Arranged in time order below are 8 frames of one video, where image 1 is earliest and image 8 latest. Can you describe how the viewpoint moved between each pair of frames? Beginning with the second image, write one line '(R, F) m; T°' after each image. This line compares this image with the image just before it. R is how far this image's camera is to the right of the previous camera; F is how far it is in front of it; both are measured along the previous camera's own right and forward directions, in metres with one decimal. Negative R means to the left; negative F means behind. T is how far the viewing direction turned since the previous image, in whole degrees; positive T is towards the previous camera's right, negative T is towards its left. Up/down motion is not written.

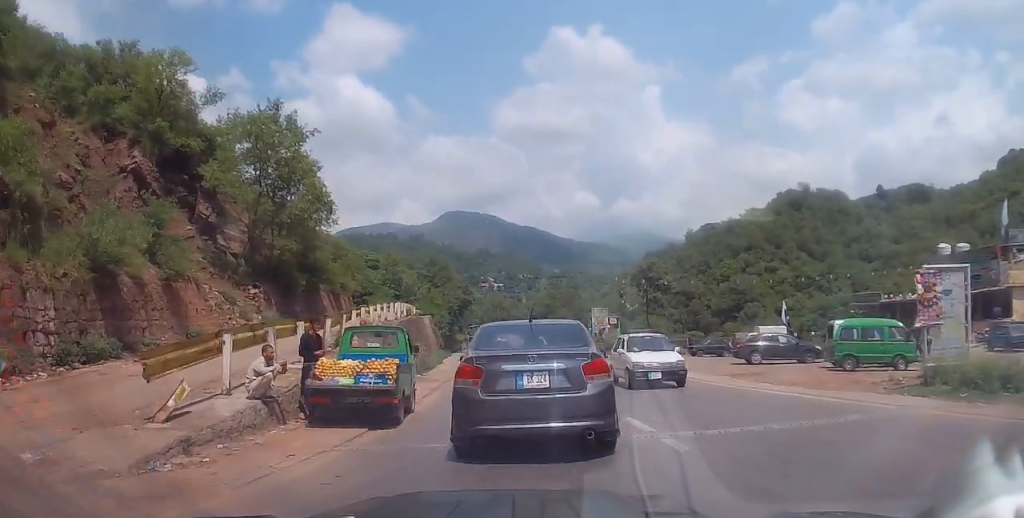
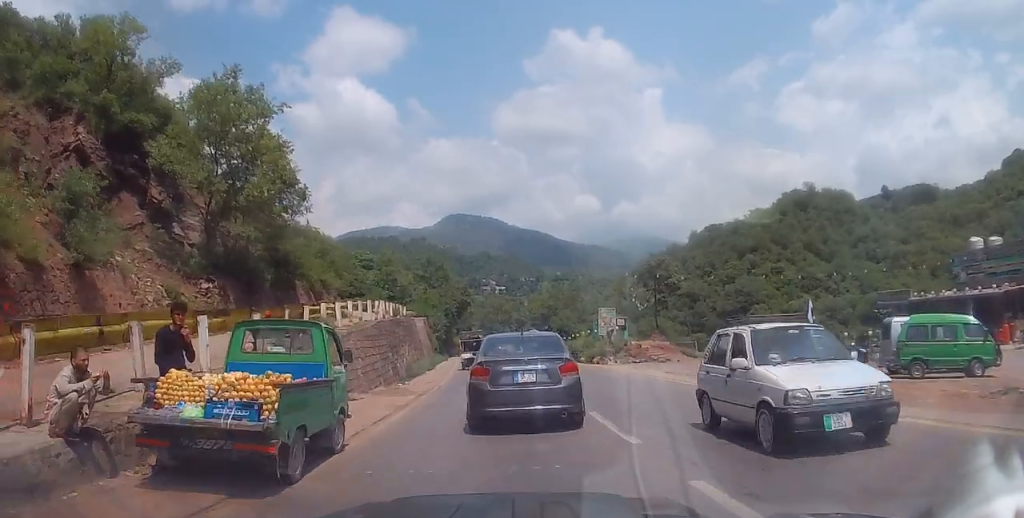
(+0.2, +4.3) m; -1°
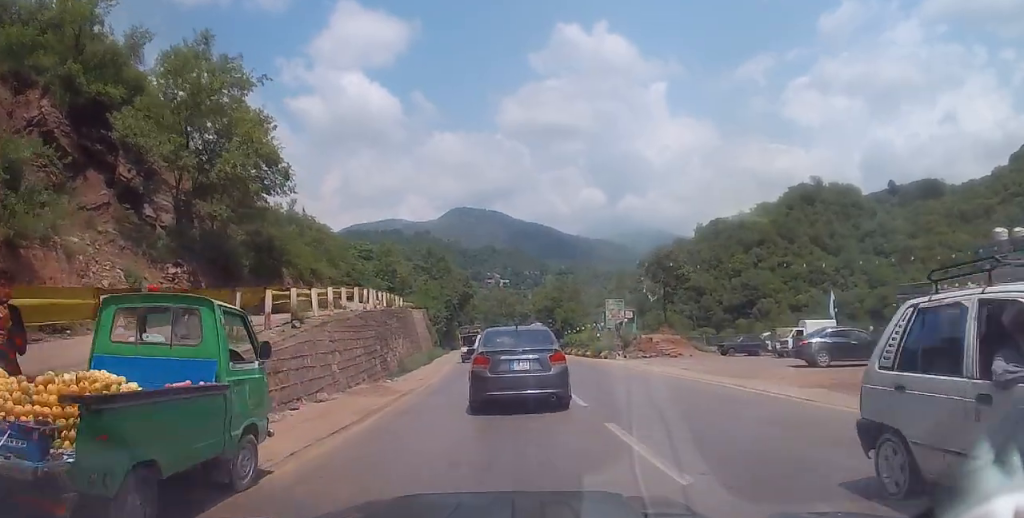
(-0.2, +2.6) m; -3°
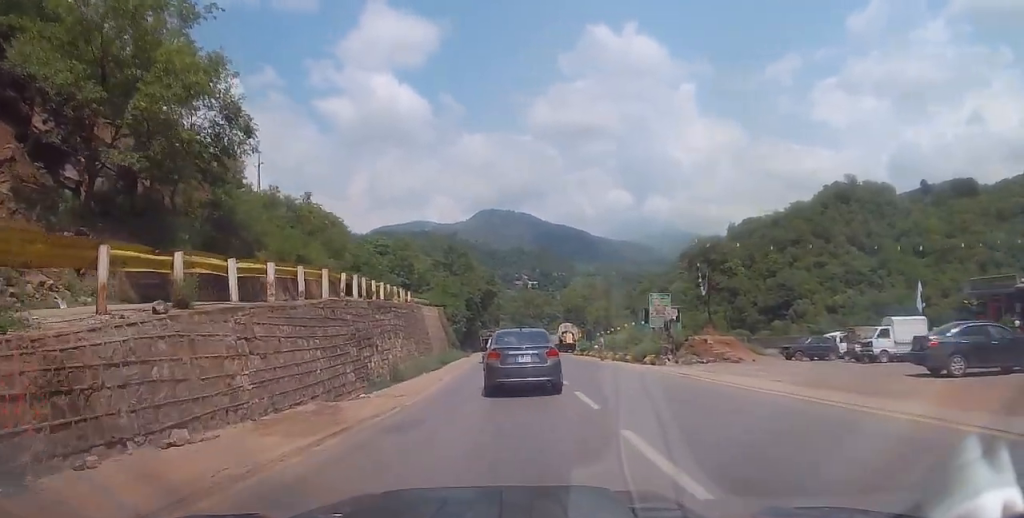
(-0.3, +6.5) m; -3°
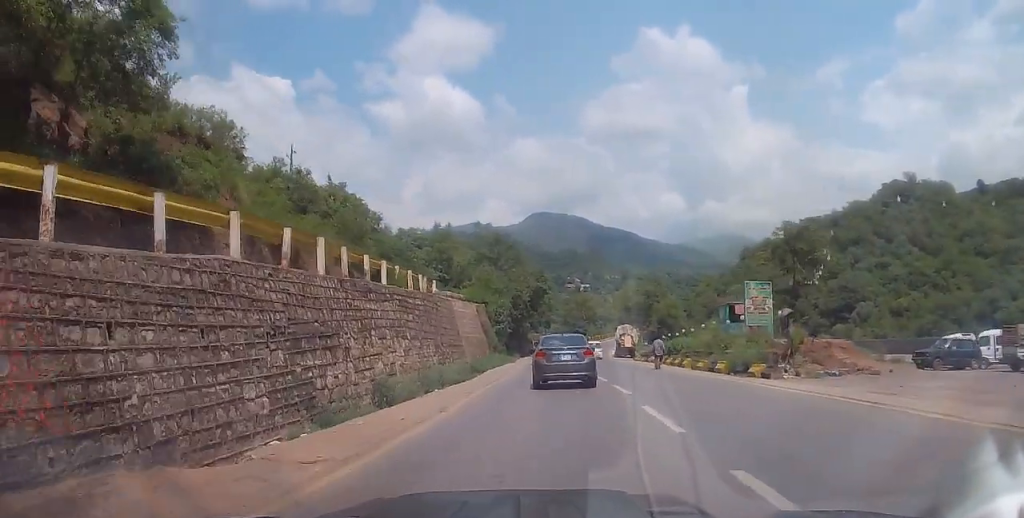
(-0.1, +8.6) m; -2°
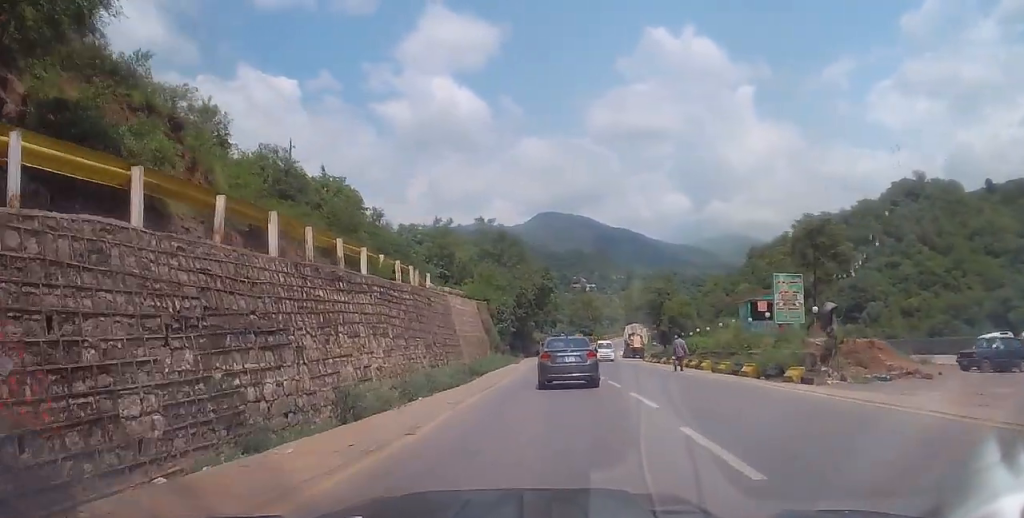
(0.0, +2.9) m; 0°
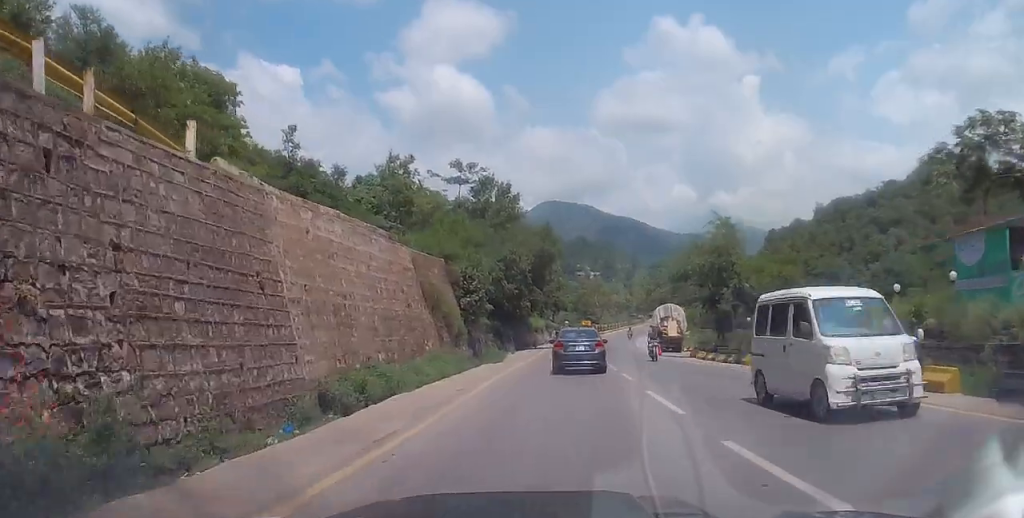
(-0.3, +19.4) m; +1°
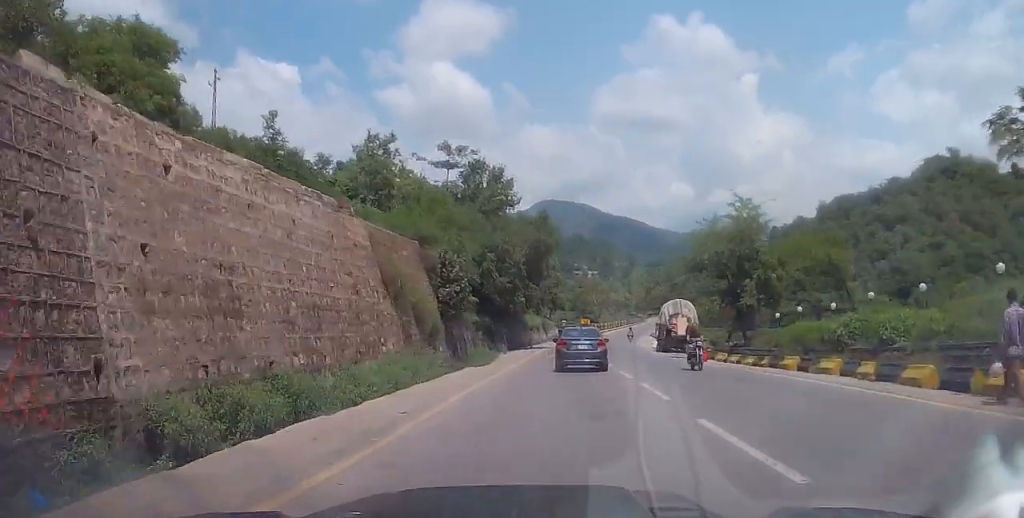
(+0.2, +5.1) m; 0°
